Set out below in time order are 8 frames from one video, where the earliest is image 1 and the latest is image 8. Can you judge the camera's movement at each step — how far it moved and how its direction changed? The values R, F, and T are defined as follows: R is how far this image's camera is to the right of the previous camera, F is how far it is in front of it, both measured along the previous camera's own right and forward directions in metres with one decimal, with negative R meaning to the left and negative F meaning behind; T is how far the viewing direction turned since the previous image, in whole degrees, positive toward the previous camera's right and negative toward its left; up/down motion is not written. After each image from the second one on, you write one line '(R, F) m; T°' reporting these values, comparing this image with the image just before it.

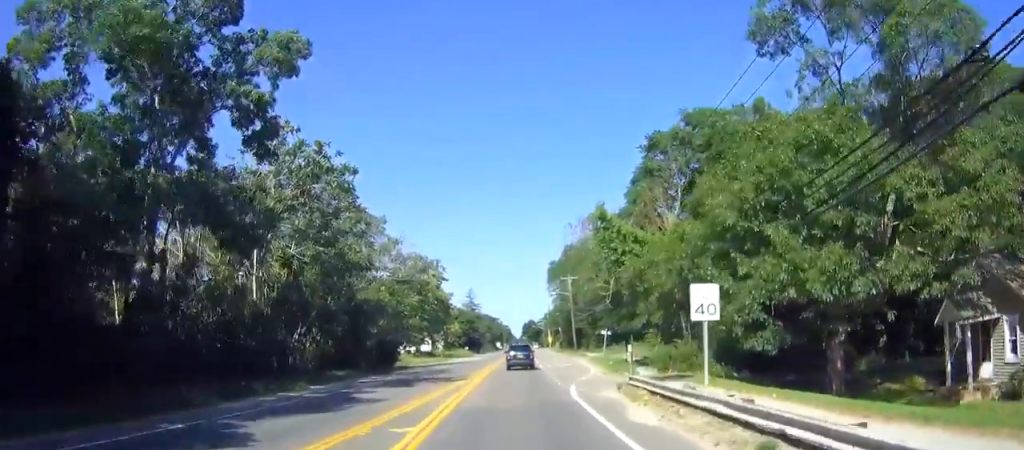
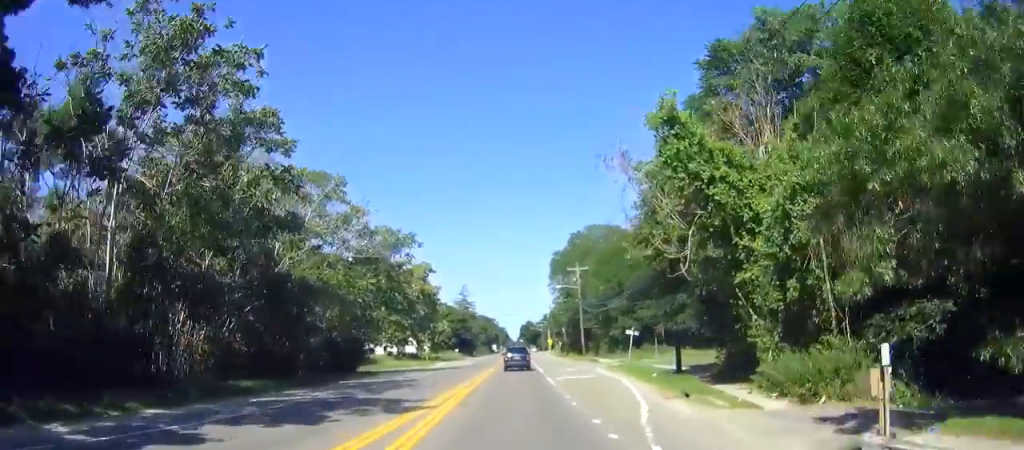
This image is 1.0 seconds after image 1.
(+0.6, +15.0) m; +3°
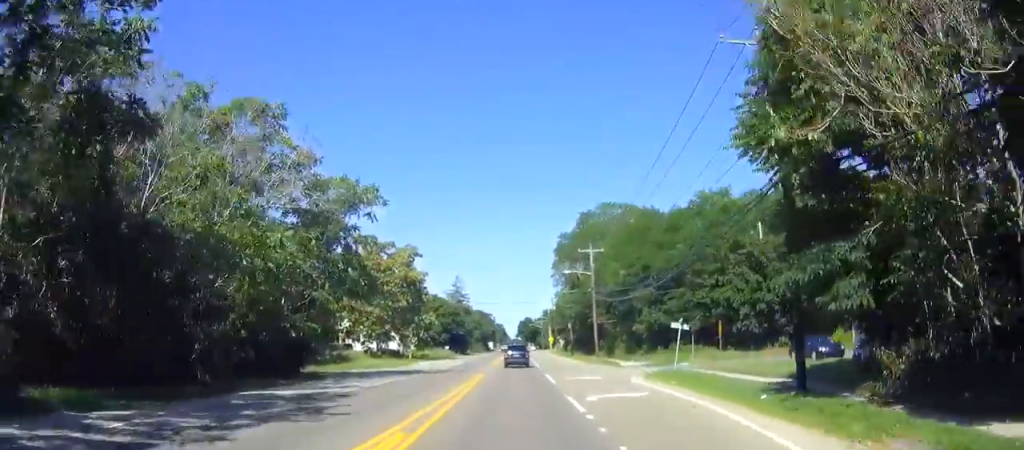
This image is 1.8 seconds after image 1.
(+0.5, +14.0) m; 0°
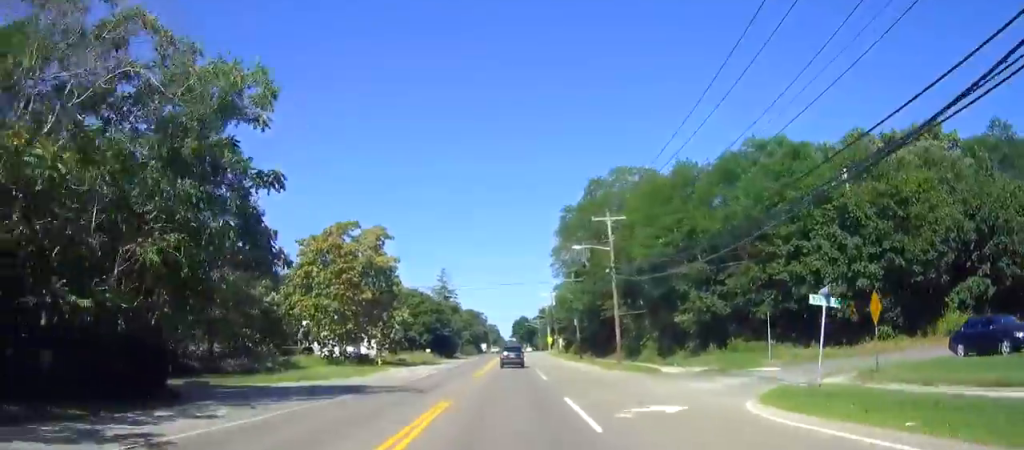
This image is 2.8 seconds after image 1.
(-0.6, +16.7) m; -2°
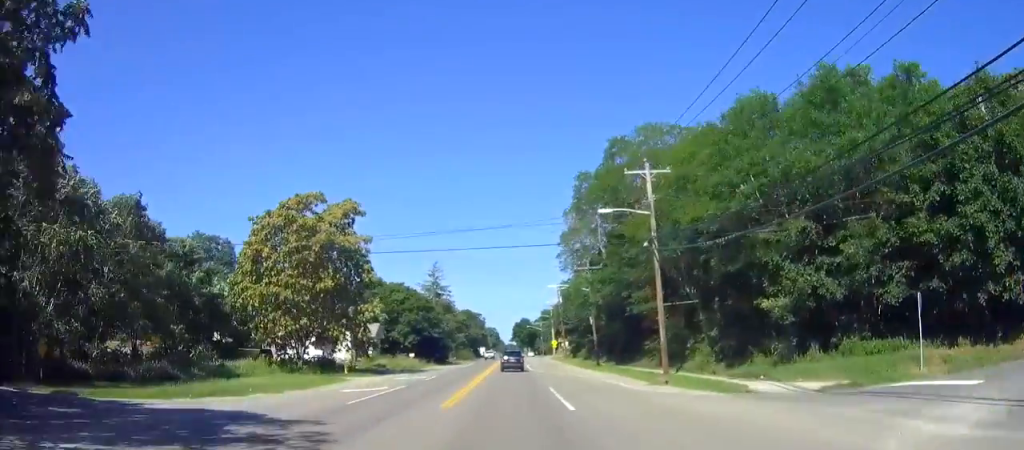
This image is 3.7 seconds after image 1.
(0.0, +14.2) m; 0°
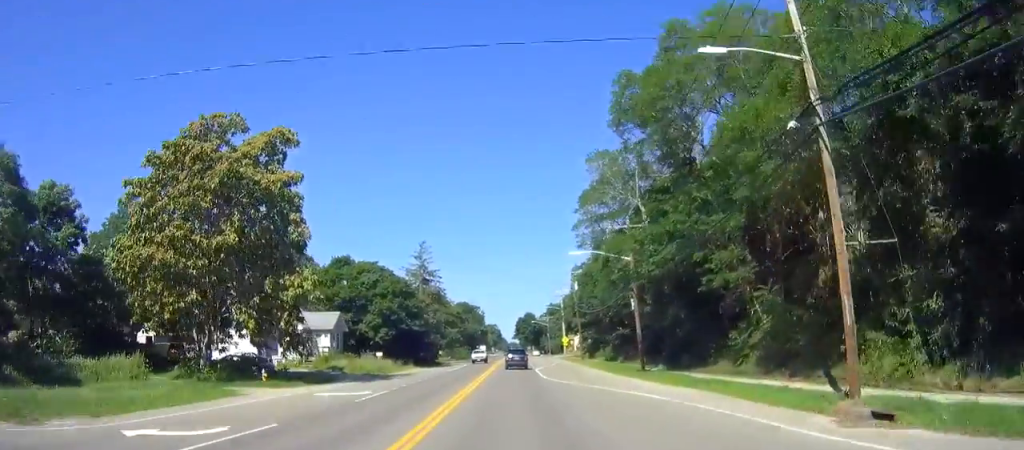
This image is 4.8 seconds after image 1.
(-0.1, +19.6) m; 0°
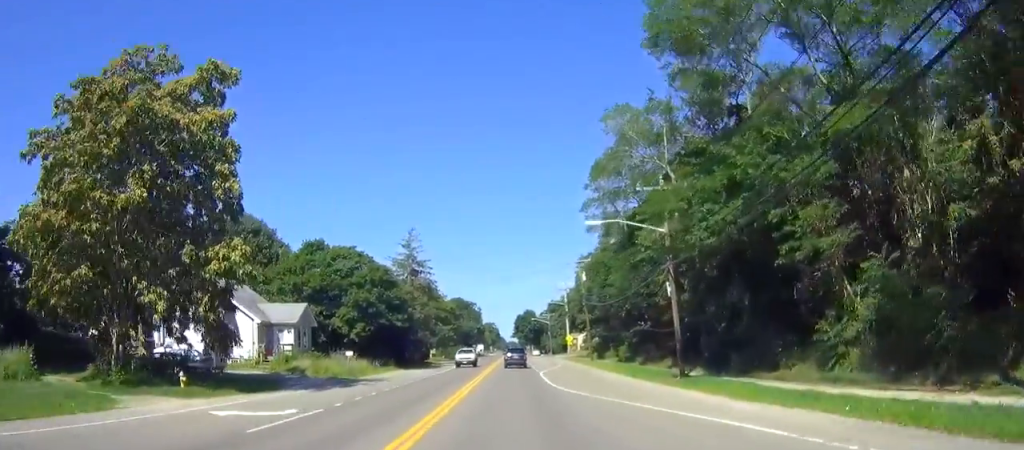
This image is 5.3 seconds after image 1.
(+0.1, +9.8) m; 0°
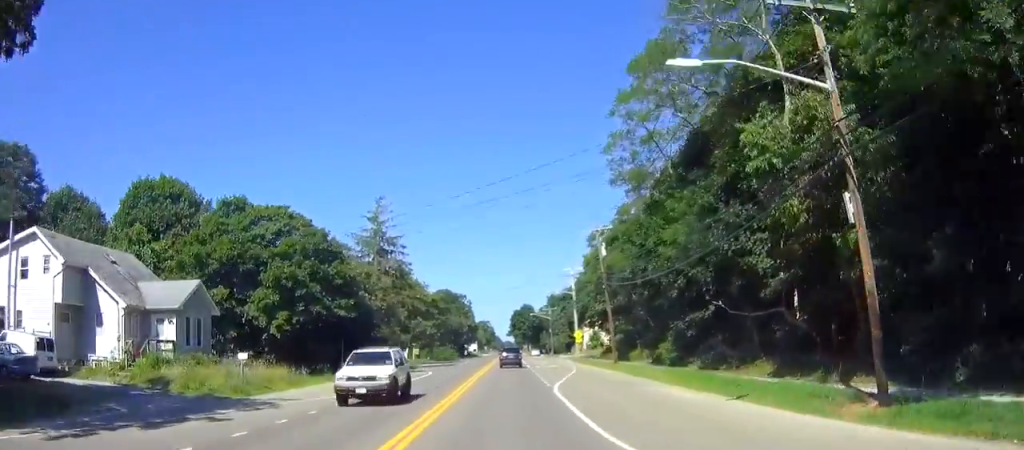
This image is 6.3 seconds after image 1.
(0.0, +18.0) m; 0°
